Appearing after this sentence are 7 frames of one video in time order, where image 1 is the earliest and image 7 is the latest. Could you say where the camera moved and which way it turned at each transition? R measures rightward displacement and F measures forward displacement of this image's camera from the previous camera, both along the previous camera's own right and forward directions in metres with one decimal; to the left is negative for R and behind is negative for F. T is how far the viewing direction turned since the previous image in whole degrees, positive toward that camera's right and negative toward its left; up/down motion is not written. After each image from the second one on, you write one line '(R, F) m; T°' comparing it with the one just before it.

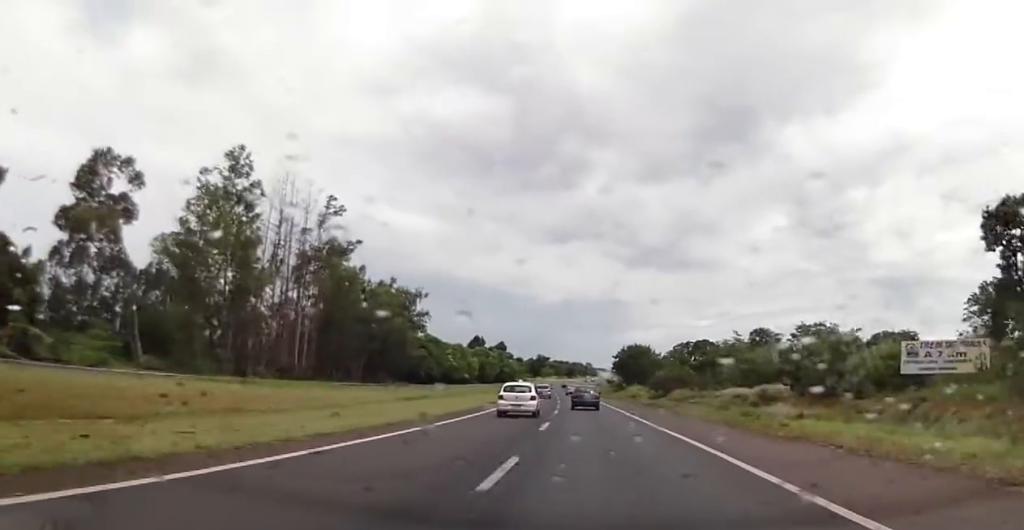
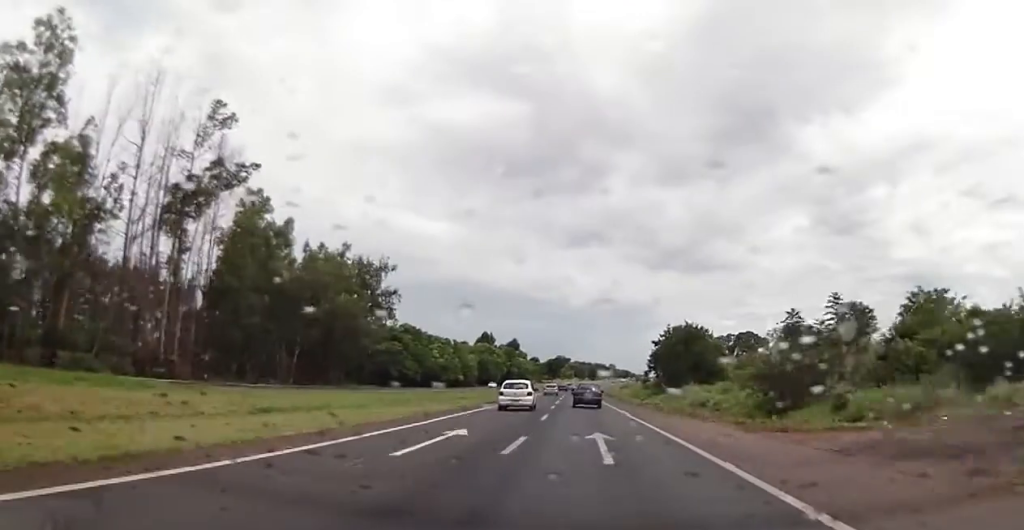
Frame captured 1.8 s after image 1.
(-1.2, +45.0) m; -3°
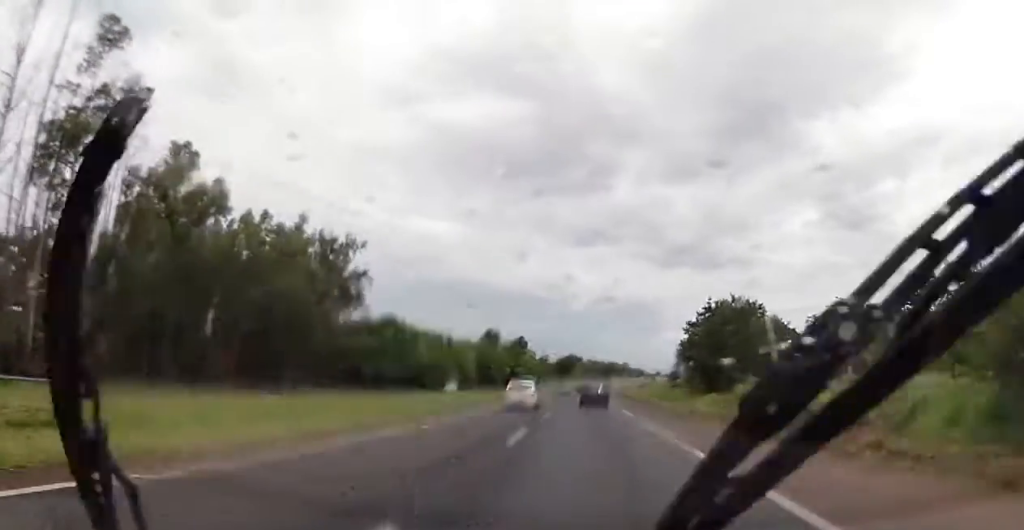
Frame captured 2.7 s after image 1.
(-0.1, +22.9) m; 0°
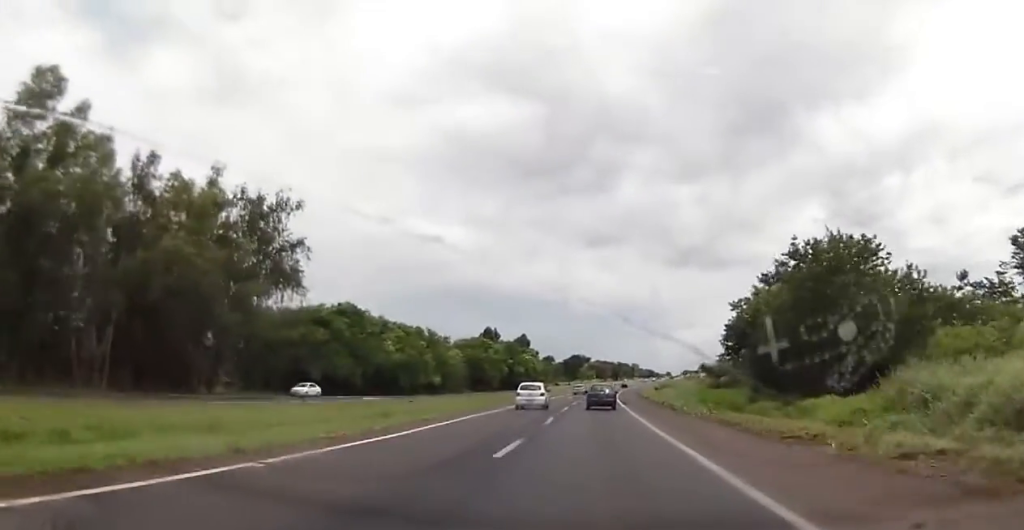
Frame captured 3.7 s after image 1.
(+0.1, +26.3) m; -1°
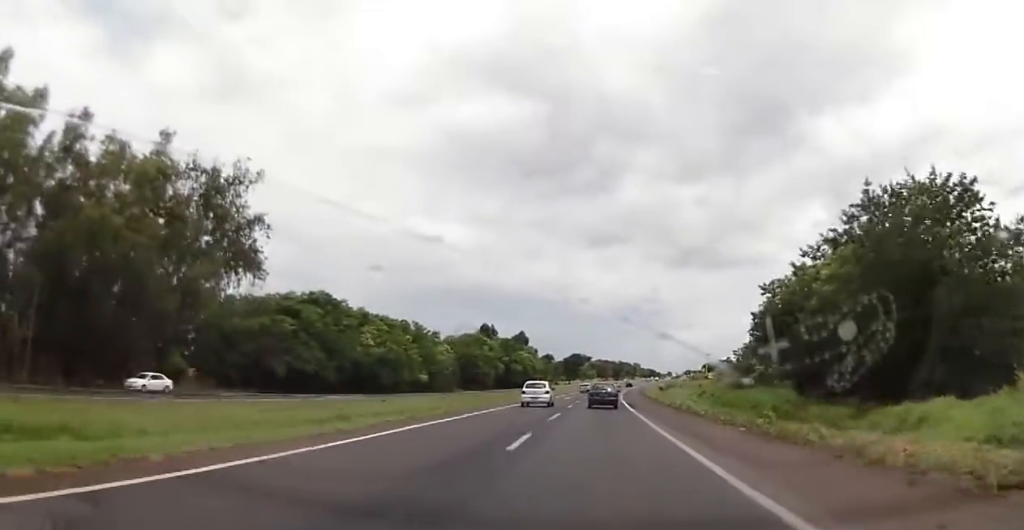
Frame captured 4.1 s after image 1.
(-0.1, +11.0) m; -1°
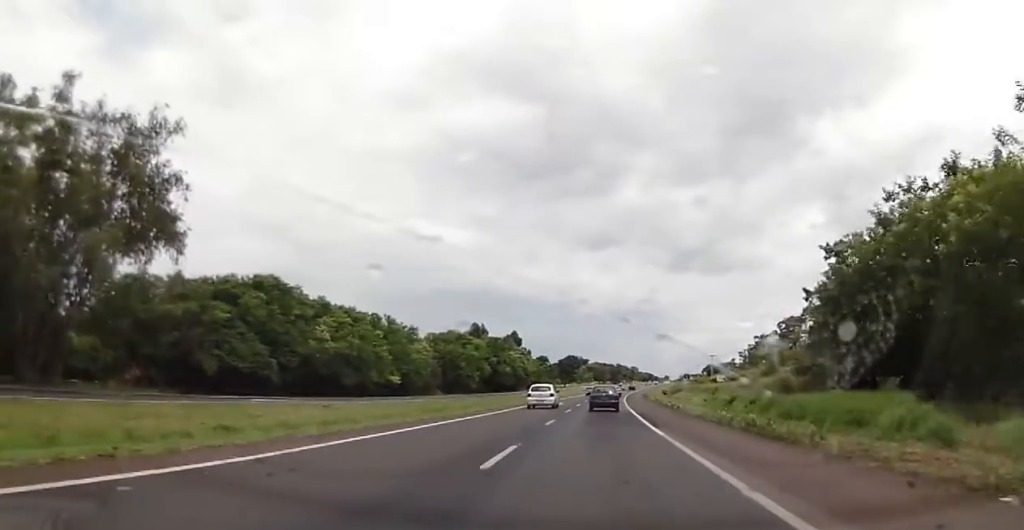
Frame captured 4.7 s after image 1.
(-0.1, +15.2) m; -1°
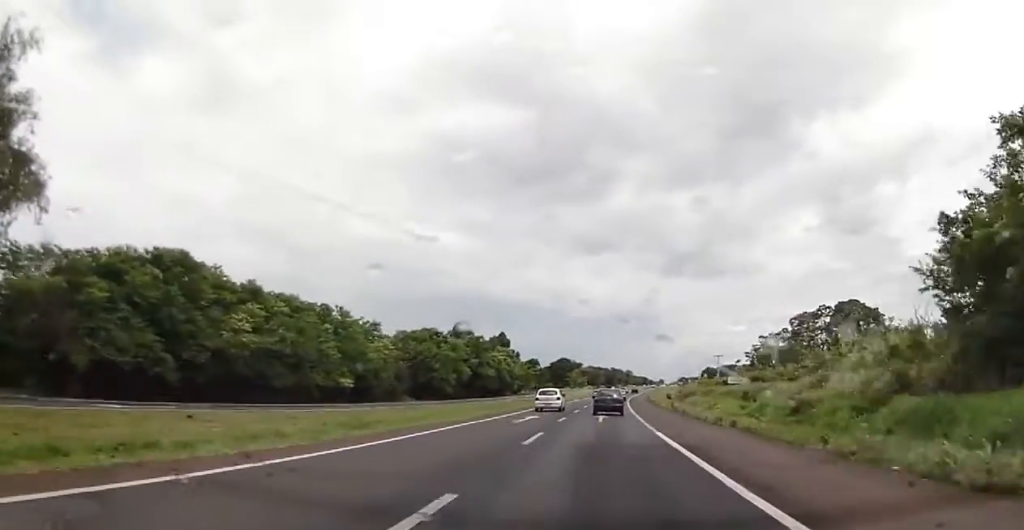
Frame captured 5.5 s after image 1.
(-0.1, +18.5) m; 0°
